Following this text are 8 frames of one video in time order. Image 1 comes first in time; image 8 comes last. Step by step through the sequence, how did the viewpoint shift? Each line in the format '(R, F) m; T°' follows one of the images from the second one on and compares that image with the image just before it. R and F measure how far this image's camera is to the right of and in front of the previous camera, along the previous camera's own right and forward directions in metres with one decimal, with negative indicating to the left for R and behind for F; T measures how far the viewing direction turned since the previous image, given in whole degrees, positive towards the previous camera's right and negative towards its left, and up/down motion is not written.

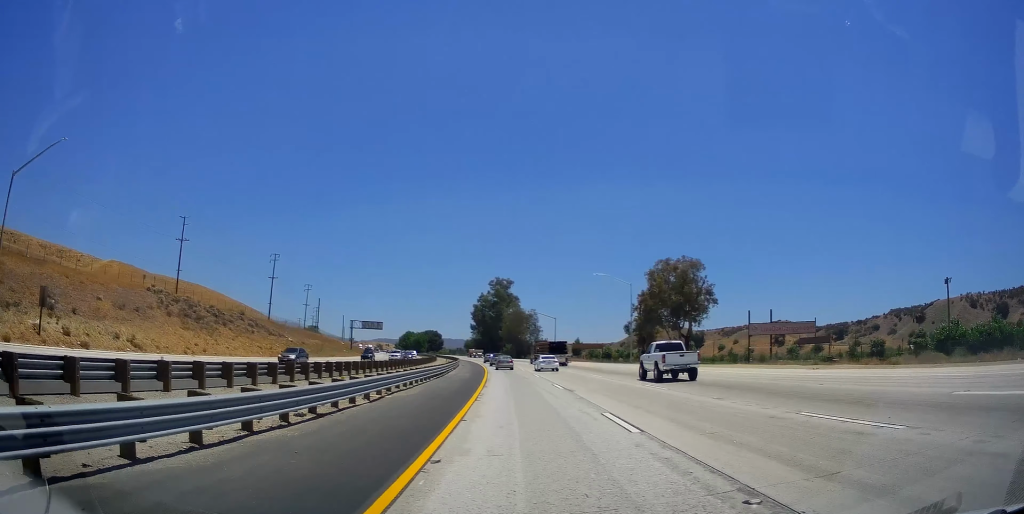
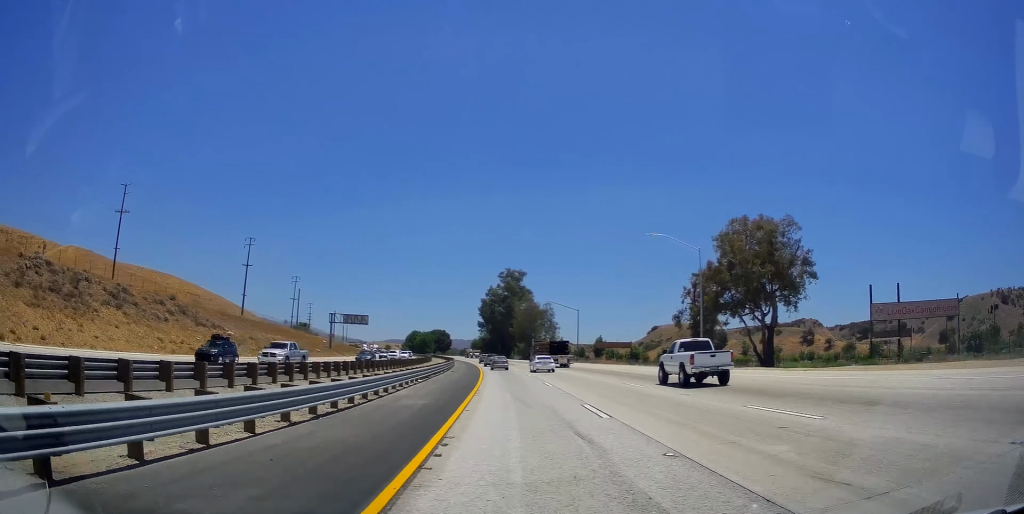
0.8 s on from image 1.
(-0.7, +26.0) m; -2°
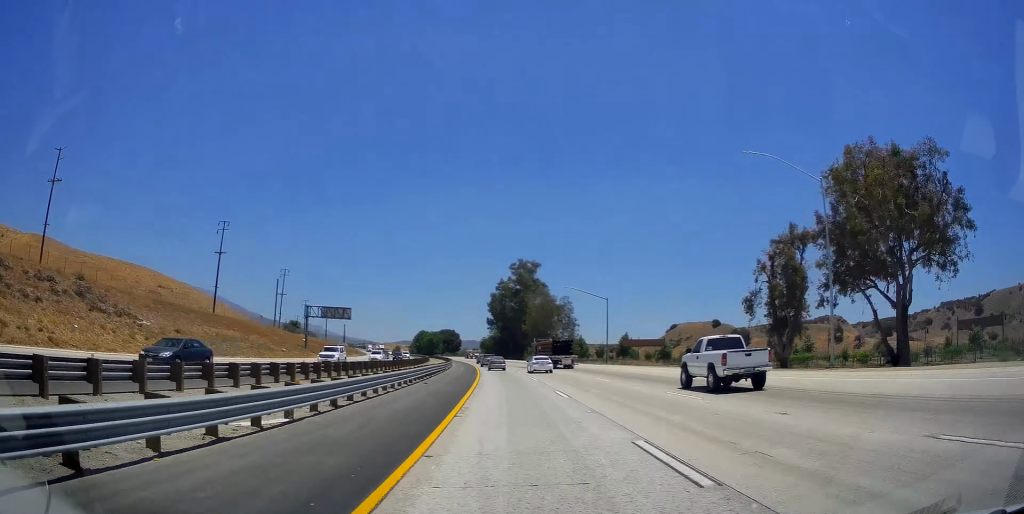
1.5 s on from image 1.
(-0.3, +22.8) m; -2°
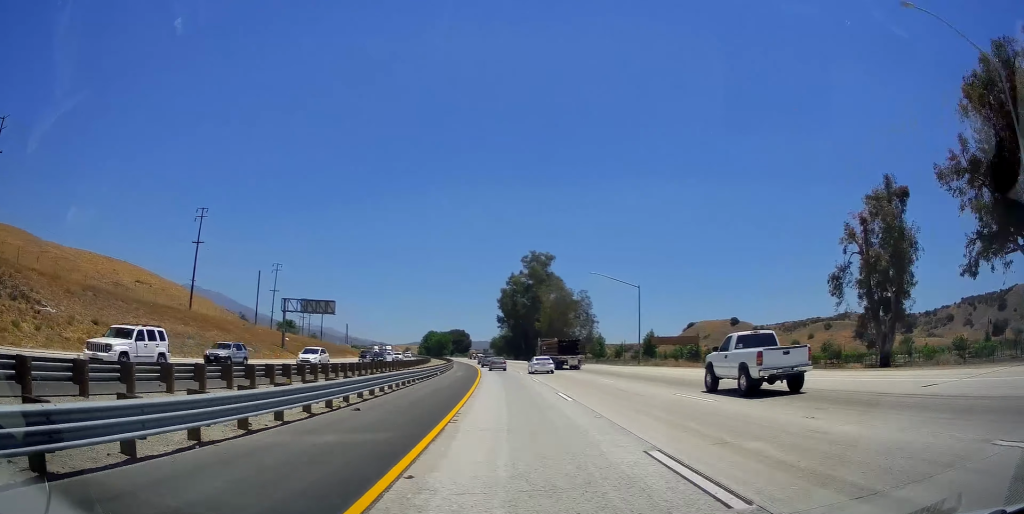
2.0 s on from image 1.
(-0.2, +16.7) m; -1°
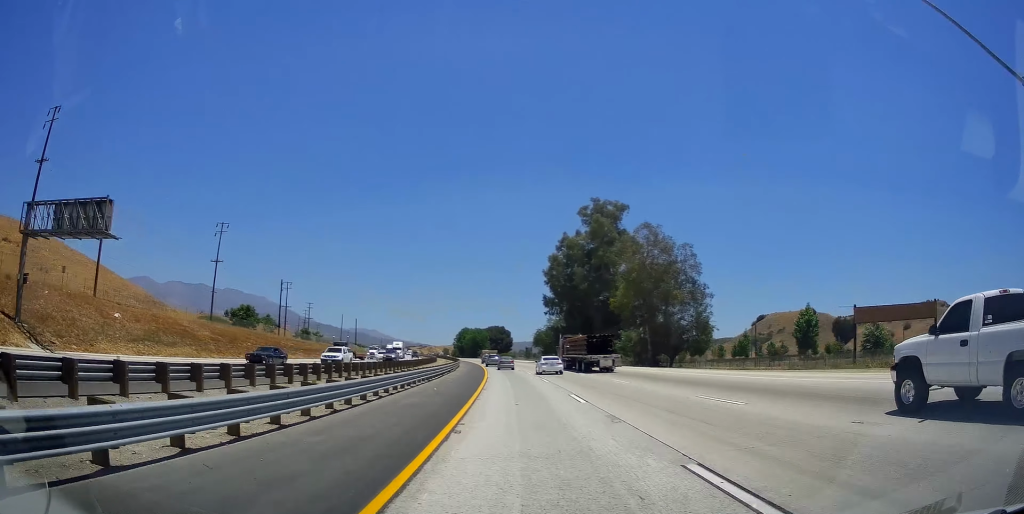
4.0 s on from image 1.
(-1.9, +60.2) m; -3°
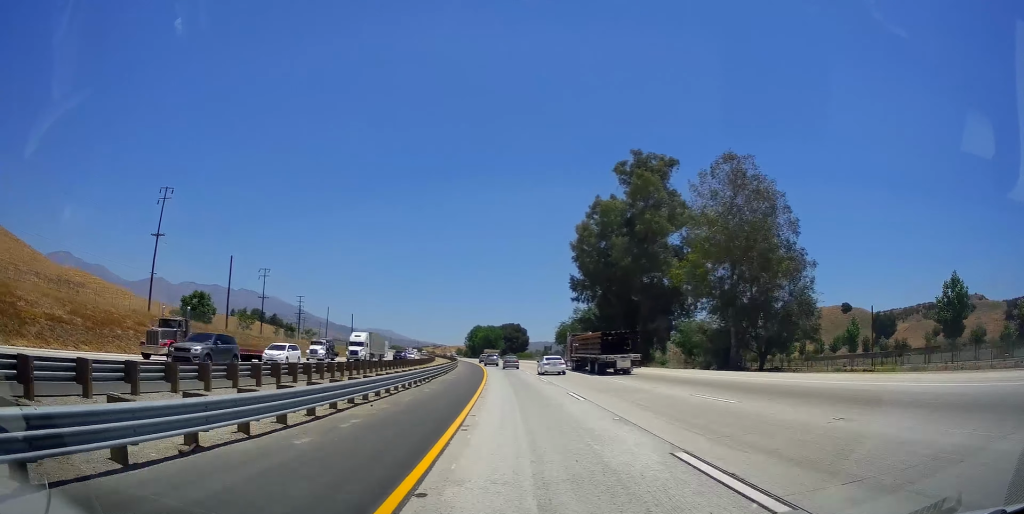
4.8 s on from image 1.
(-0.2, +26.5) m; -1°
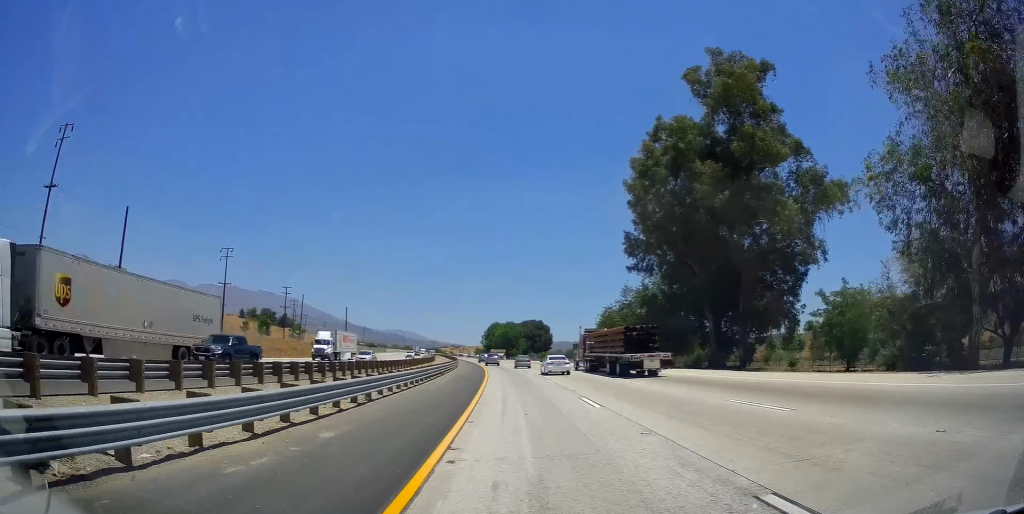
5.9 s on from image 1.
(-0.6, +32.0) m; -2°
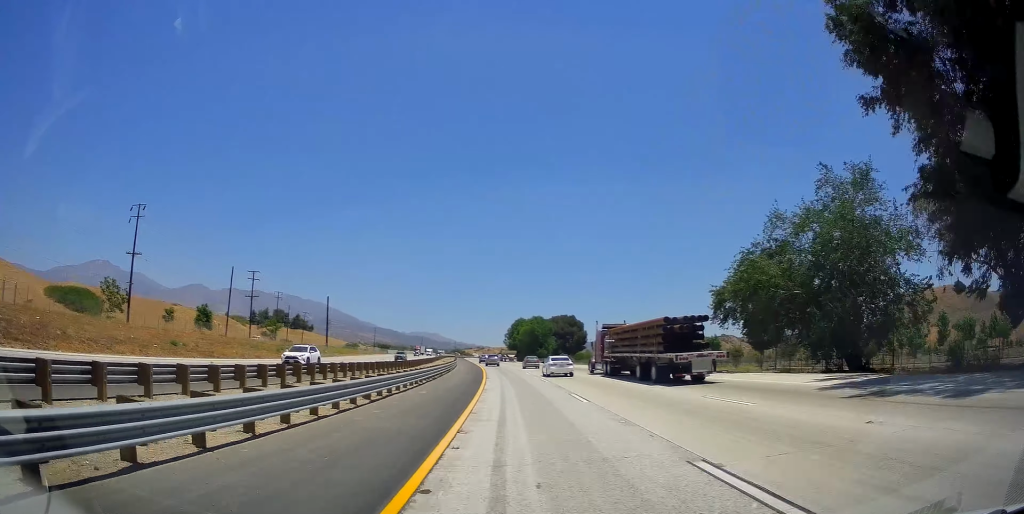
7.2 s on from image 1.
(-0.7, +43.3) m; -2°
